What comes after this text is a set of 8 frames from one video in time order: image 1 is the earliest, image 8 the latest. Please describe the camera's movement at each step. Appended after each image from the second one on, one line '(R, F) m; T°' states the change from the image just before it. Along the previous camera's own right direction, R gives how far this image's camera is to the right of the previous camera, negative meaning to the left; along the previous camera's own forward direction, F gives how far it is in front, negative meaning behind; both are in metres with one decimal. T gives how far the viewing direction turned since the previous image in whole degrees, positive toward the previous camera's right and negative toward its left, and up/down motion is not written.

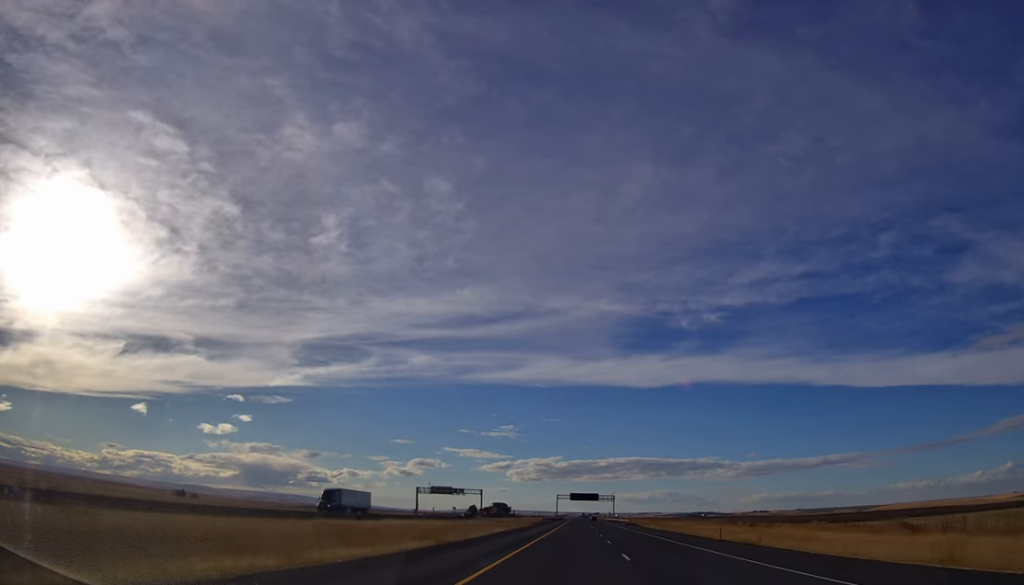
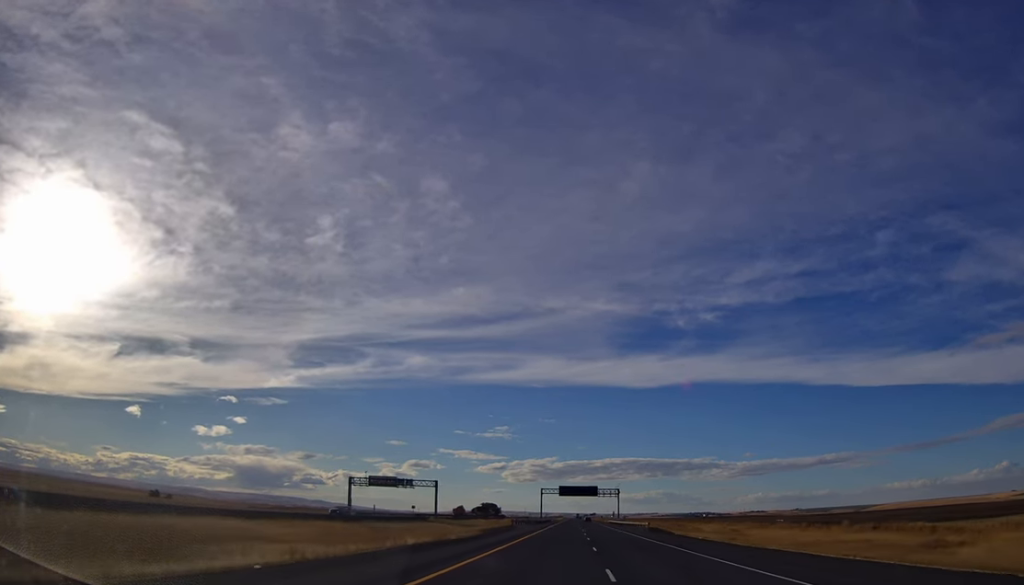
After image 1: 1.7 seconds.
(-1.9, +55.5) m; -1°
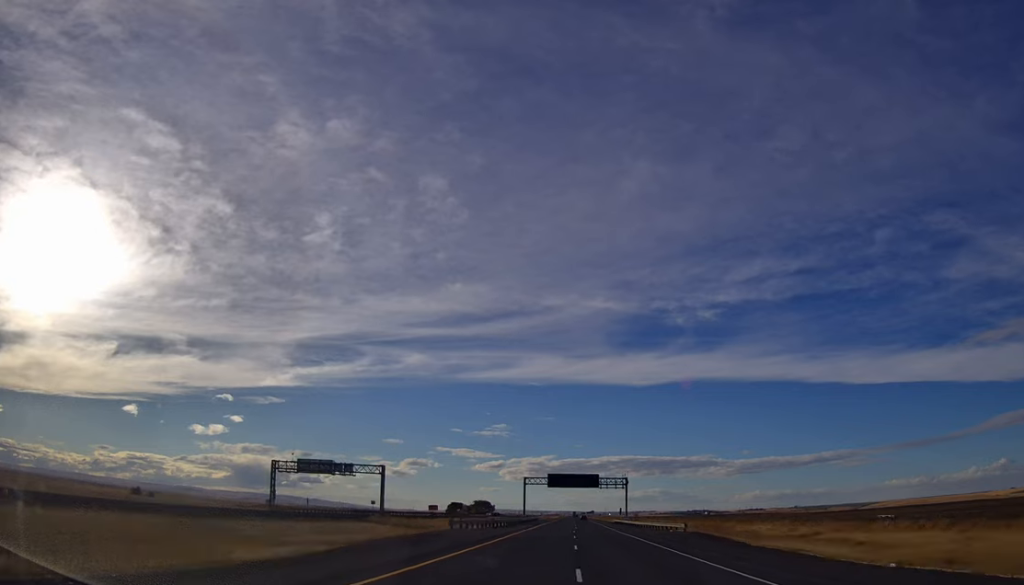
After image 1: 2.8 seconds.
(+1.1, +37.2) m; +1°
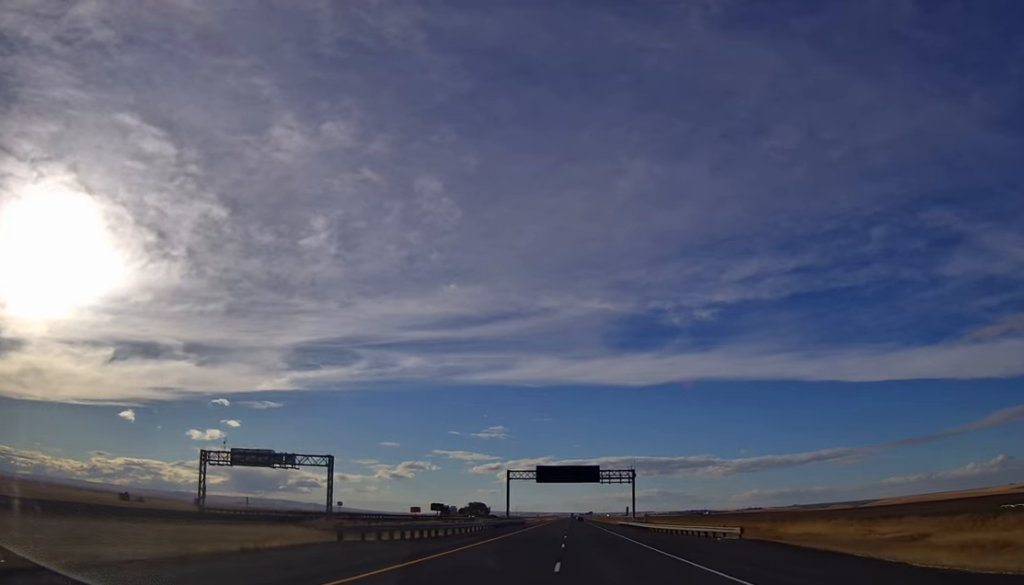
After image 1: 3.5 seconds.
(-0.2, +21.9) m; -1°
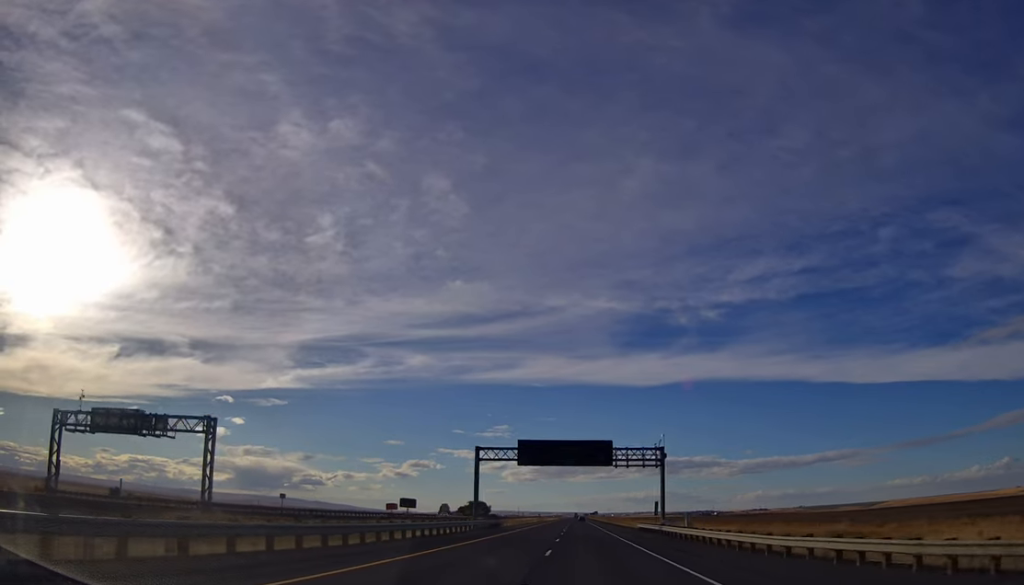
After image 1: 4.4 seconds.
(-0.6, +30.9) m; -1°
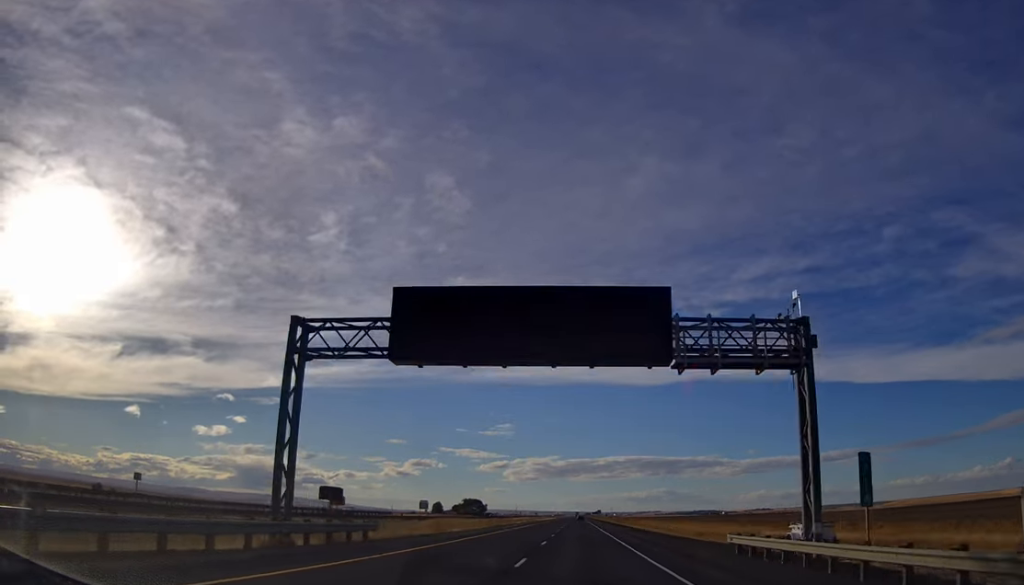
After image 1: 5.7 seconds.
(+0.5, +42.2) m; +1°
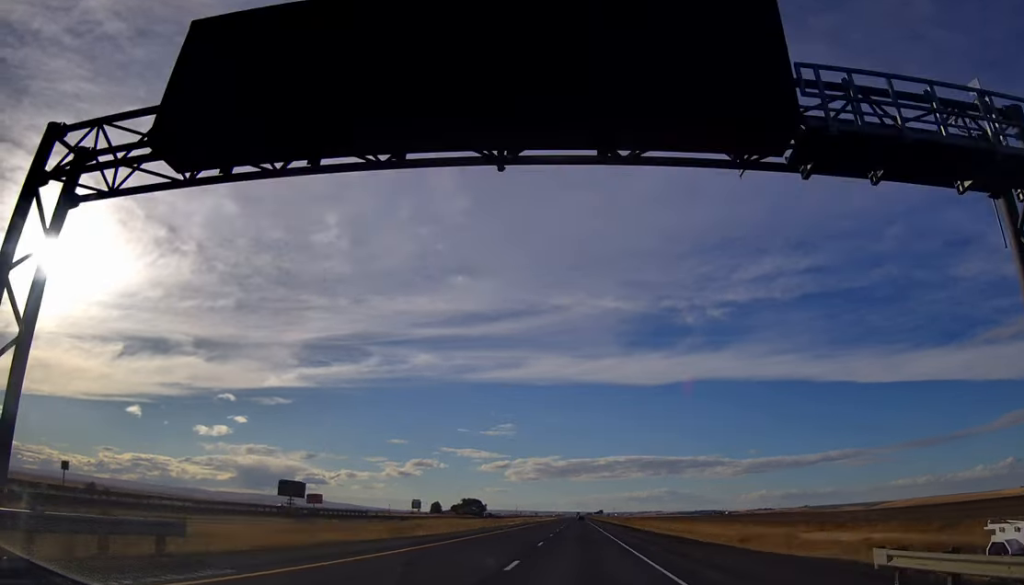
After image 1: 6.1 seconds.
(+0.1, +13.4) m; 0°
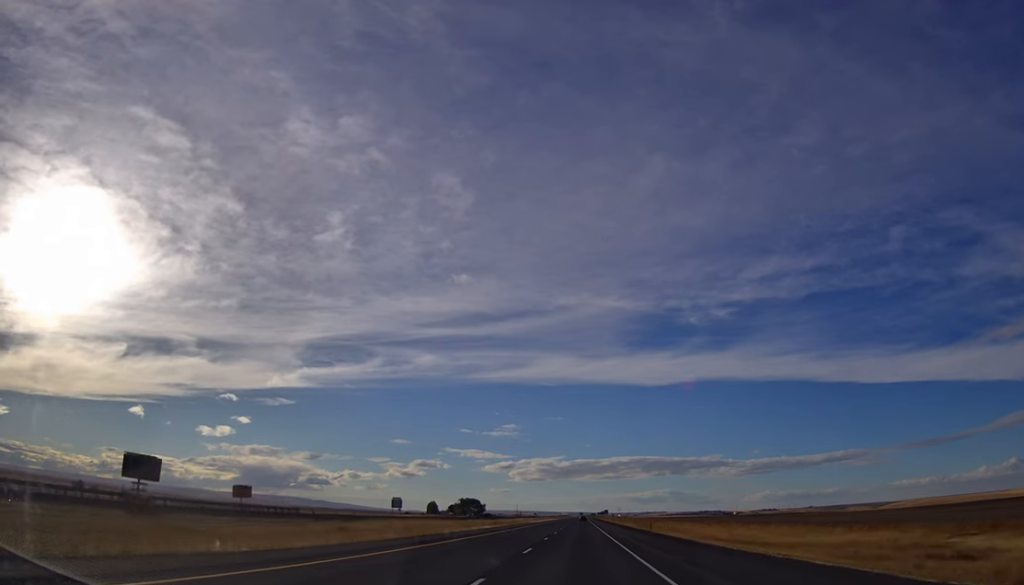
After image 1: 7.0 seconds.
(-0.1, +30.1) m; -1°
